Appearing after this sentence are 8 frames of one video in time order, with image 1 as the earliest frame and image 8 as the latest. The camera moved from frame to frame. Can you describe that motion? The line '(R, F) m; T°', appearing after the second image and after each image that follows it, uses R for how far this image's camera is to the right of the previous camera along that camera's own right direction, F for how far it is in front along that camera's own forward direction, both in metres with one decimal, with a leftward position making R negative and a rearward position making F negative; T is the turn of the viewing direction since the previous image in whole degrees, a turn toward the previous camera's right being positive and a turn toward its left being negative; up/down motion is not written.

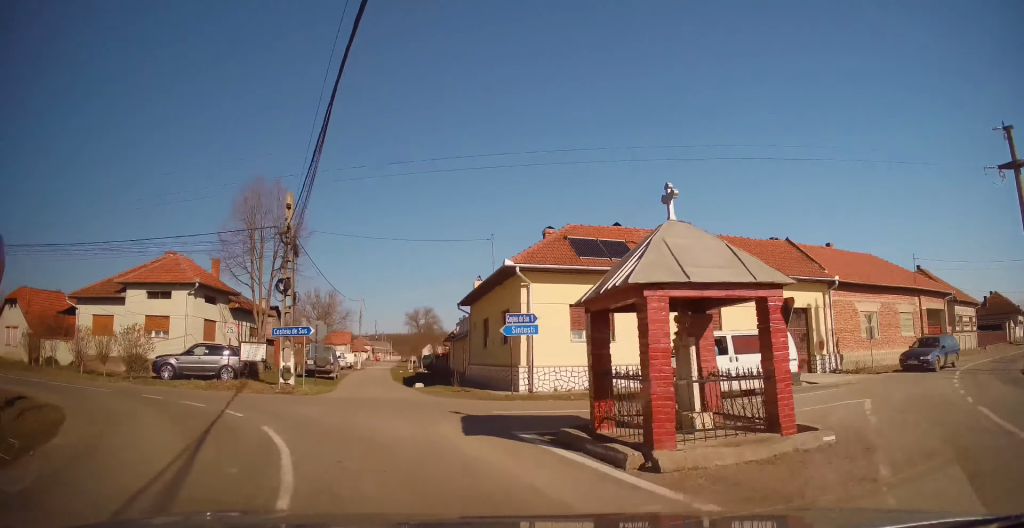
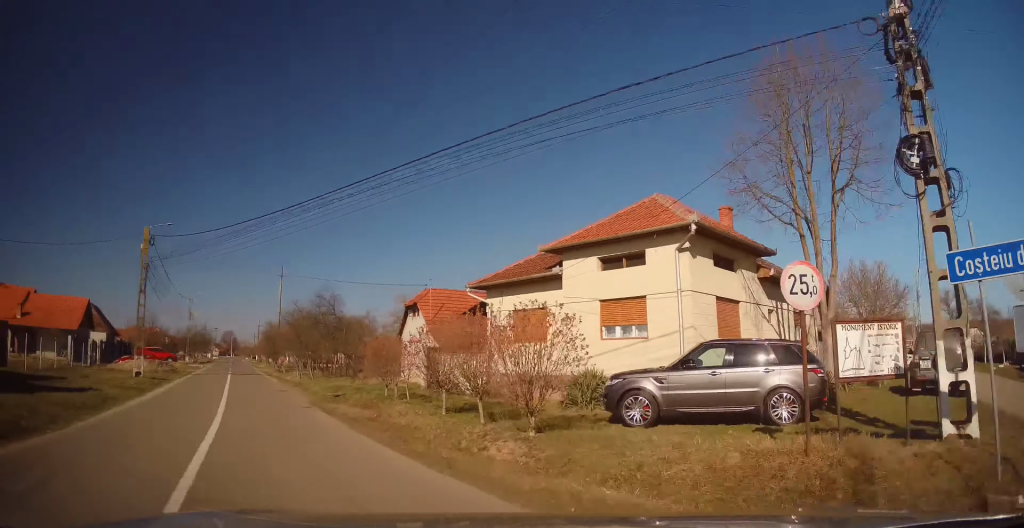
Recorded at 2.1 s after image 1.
(-2.7, +15.6) m; -40°
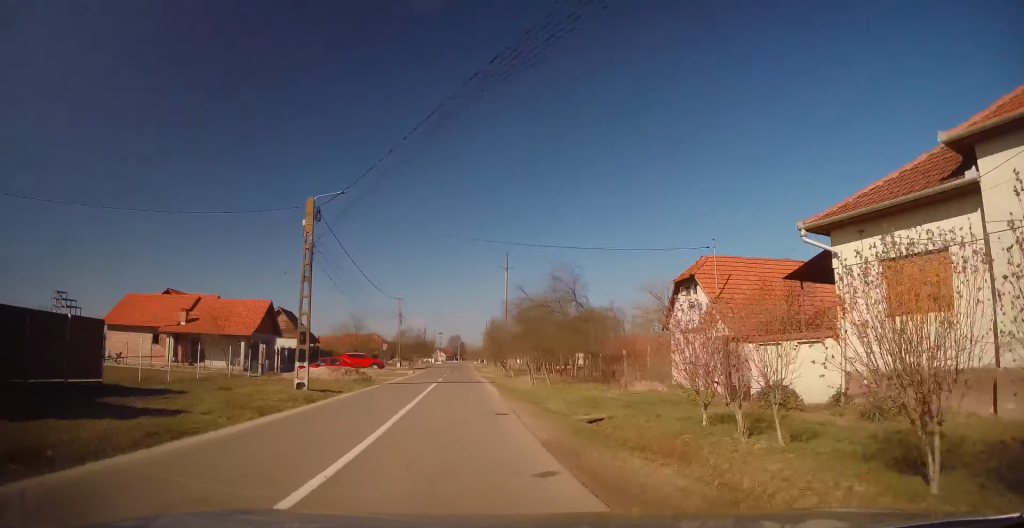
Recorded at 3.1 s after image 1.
(-1.6, +7.5) m; -20°
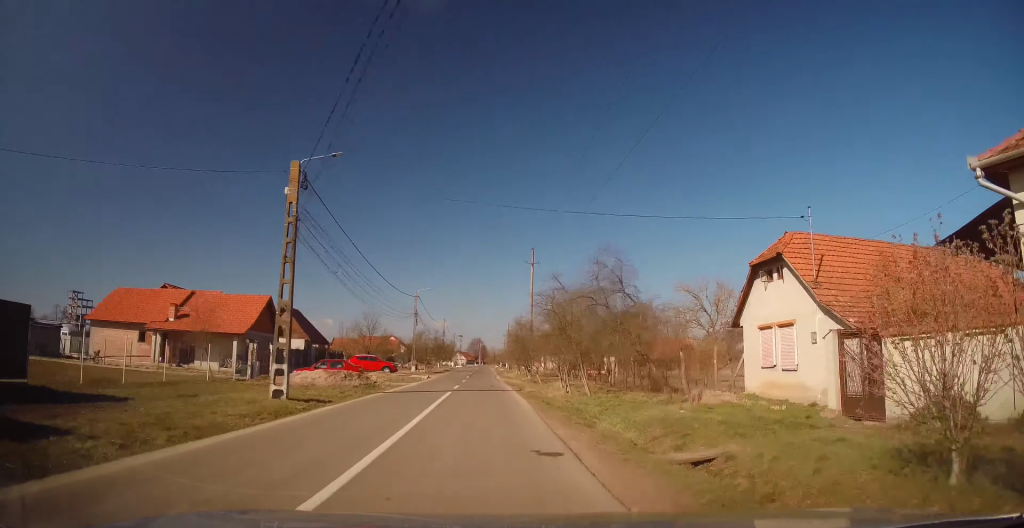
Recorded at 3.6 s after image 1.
(-0.7, +4.2) m; -5°
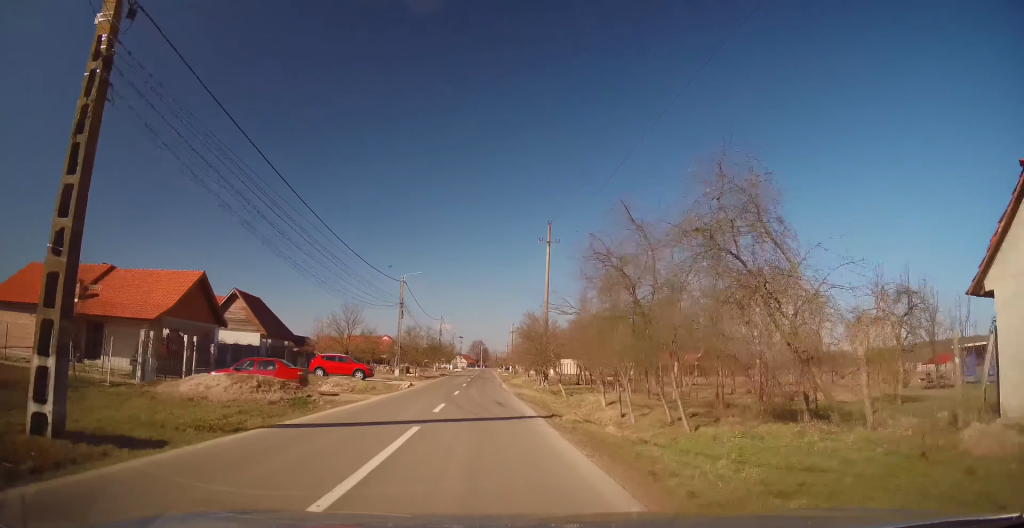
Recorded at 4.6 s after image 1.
(-0.2, +9.7) m; -3°
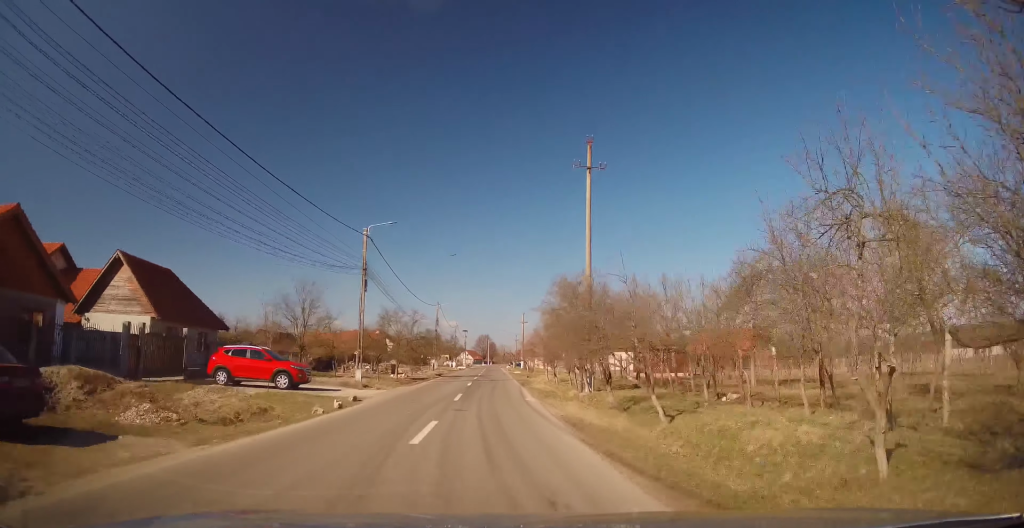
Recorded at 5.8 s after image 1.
(-0.5, +13.6) m; -3°
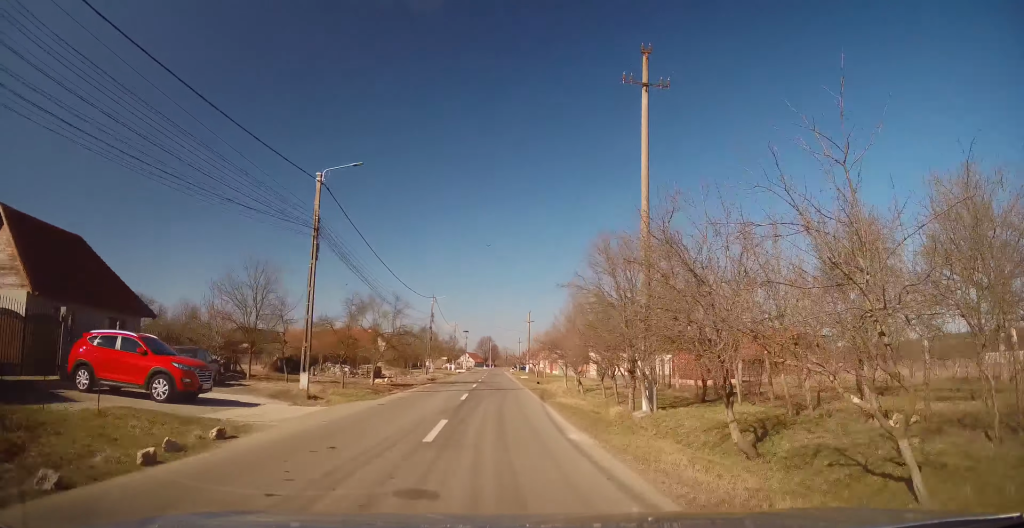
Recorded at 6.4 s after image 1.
(0.0, +8.4) m; +1°
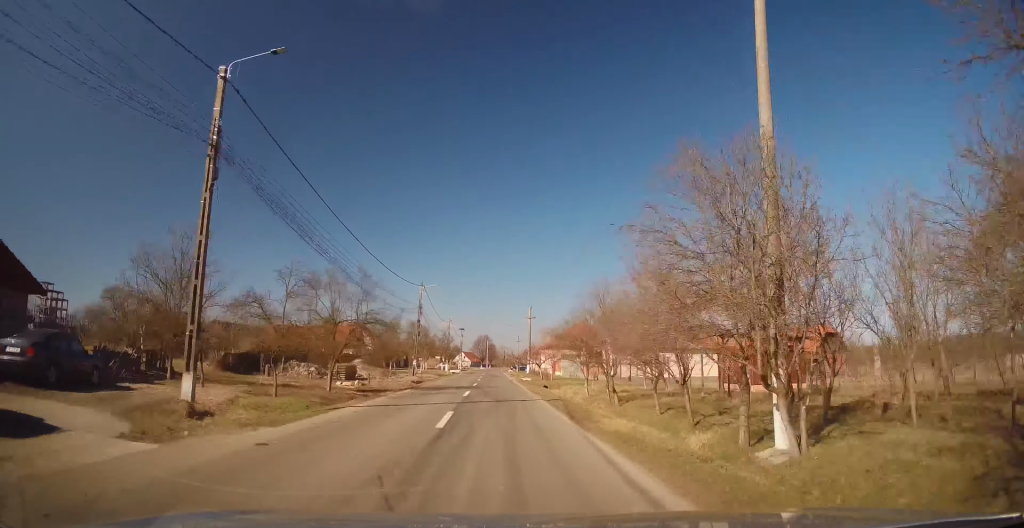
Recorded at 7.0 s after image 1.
(0.0, +7.3) m; 0°
